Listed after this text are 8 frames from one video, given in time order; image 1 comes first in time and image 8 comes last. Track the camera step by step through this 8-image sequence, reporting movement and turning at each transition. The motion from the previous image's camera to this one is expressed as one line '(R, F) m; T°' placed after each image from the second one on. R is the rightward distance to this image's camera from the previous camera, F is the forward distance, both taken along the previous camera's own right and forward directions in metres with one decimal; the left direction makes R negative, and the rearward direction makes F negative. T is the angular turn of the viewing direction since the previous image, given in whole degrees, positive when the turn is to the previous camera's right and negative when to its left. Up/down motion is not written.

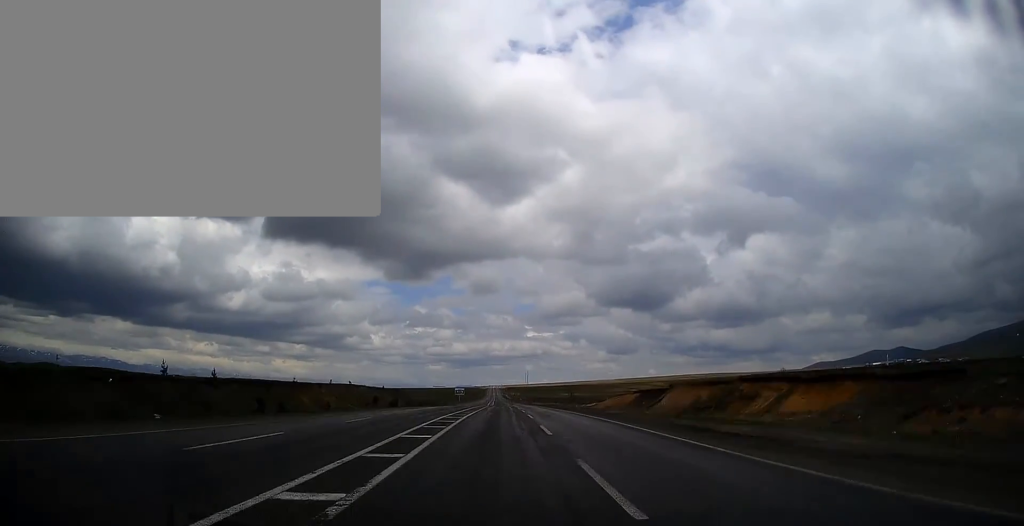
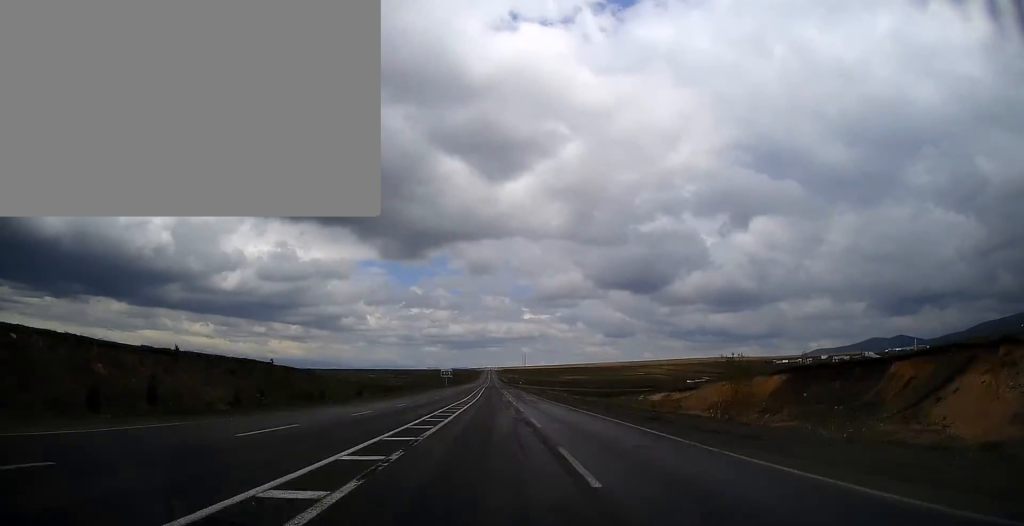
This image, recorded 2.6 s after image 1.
(0.0, +70.3) m; 0°
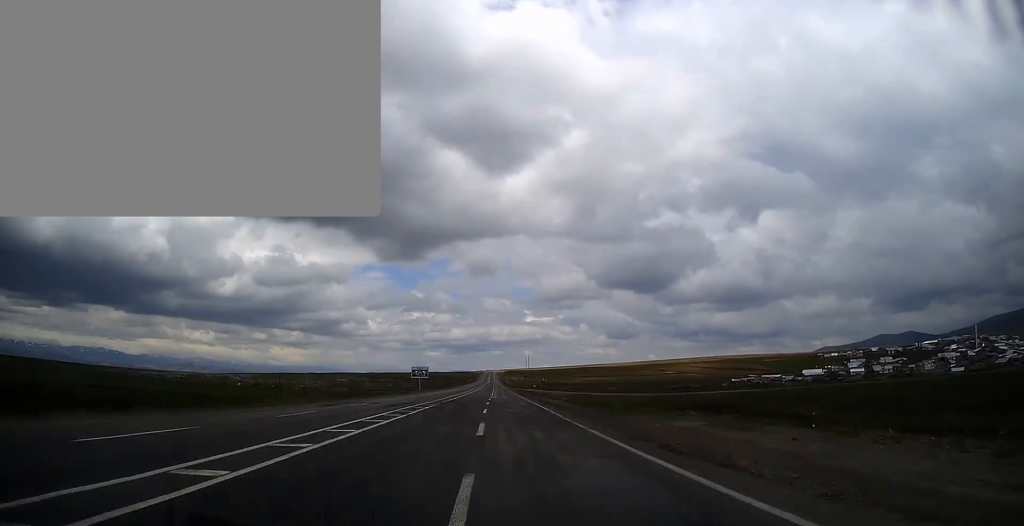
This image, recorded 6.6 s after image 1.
(0.0, +116.4) m; 0°
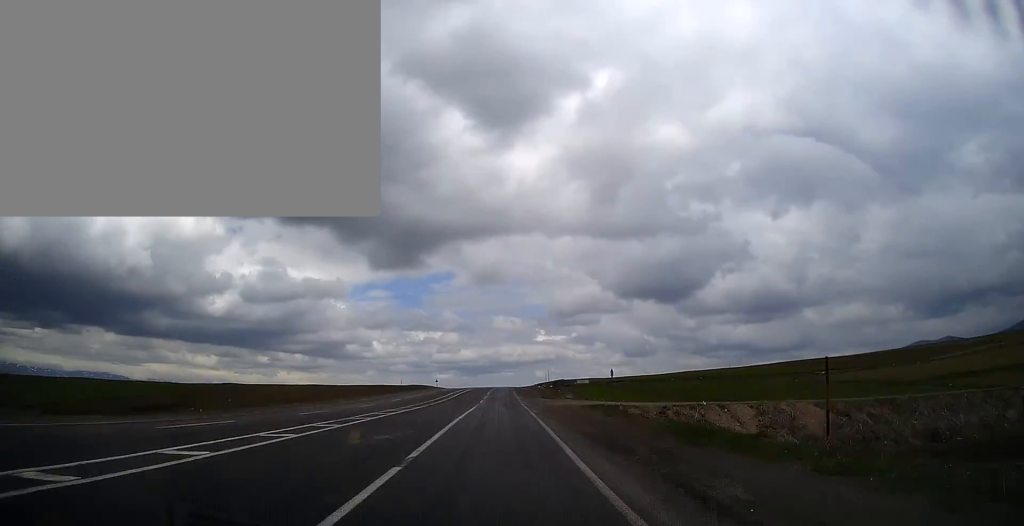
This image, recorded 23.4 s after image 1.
(-5.4, +507.5) m; -1°
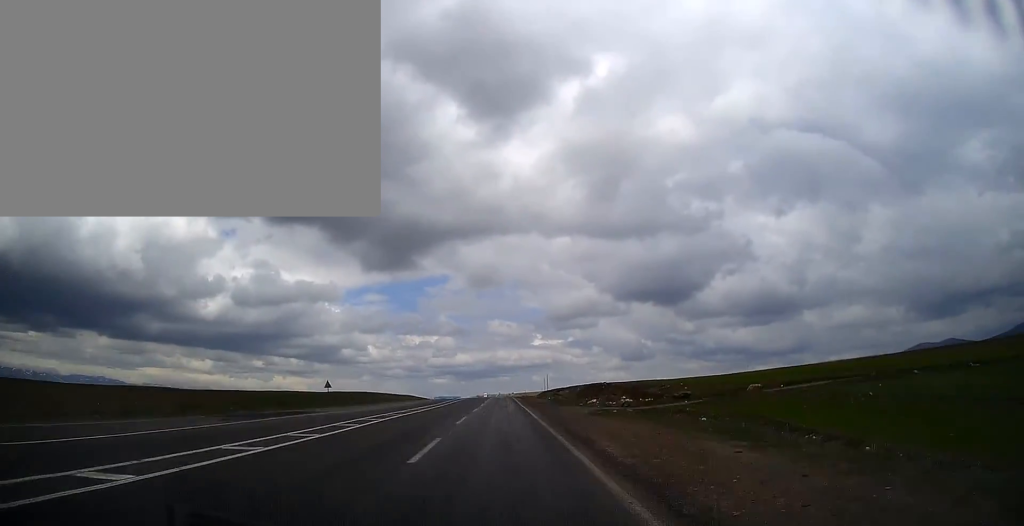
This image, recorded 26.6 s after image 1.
(-0.2, +95.2) m; 0°
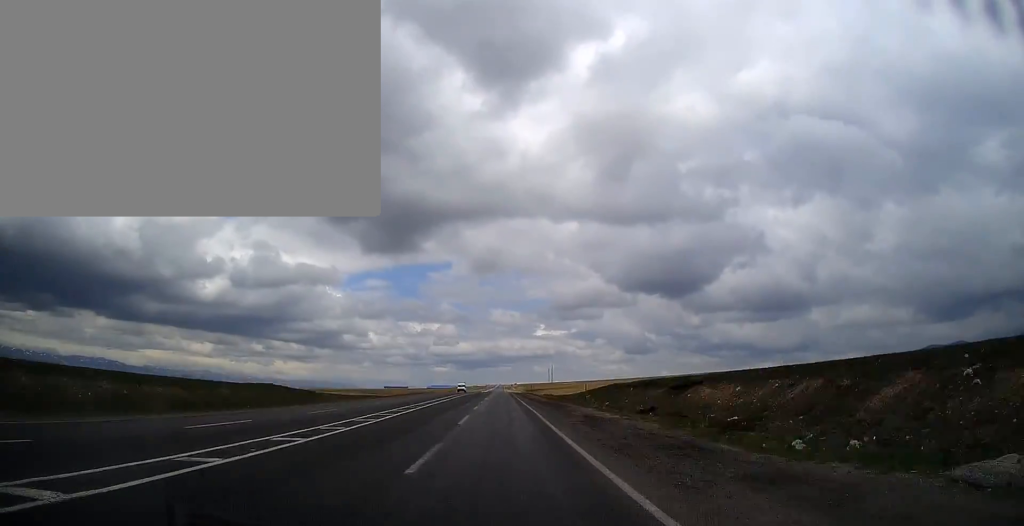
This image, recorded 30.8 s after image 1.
(+0.3, +125.1) m; 0°
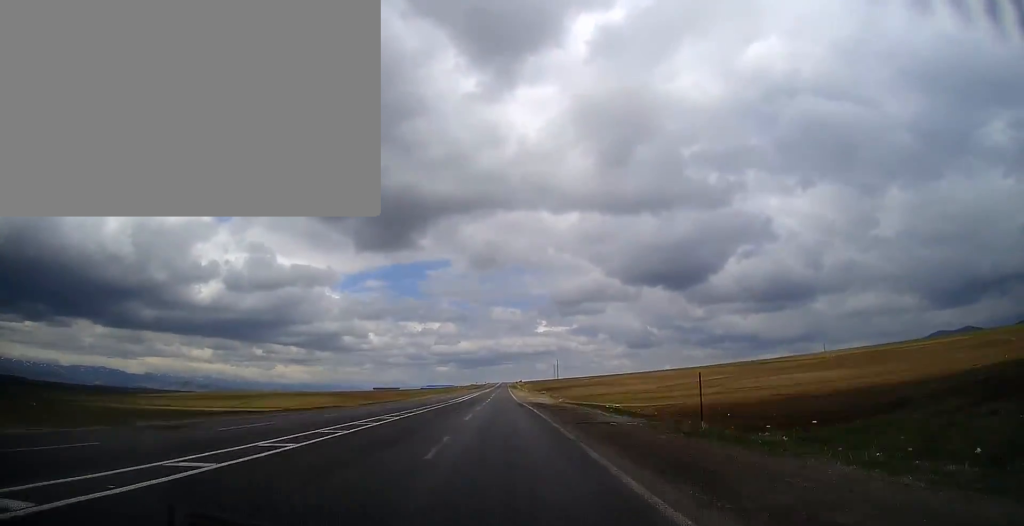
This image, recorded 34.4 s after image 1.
(0.0, +109.8) m; 0°
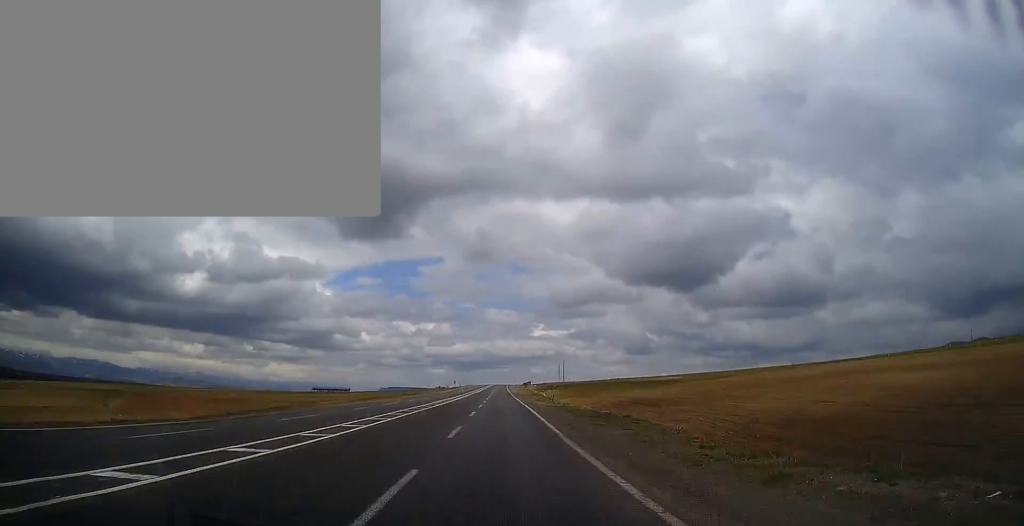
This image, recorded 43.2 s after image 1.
(+0.7, +276.2) m; 0°
